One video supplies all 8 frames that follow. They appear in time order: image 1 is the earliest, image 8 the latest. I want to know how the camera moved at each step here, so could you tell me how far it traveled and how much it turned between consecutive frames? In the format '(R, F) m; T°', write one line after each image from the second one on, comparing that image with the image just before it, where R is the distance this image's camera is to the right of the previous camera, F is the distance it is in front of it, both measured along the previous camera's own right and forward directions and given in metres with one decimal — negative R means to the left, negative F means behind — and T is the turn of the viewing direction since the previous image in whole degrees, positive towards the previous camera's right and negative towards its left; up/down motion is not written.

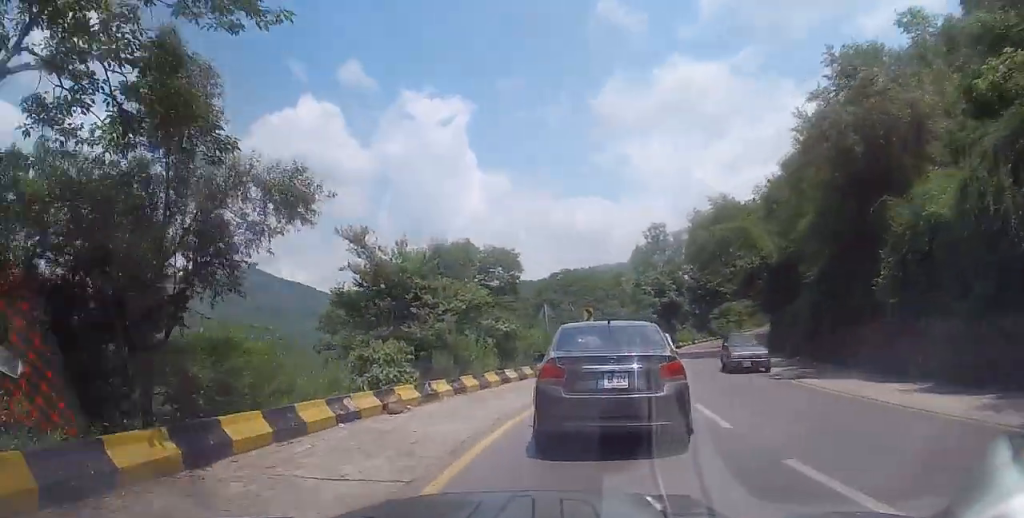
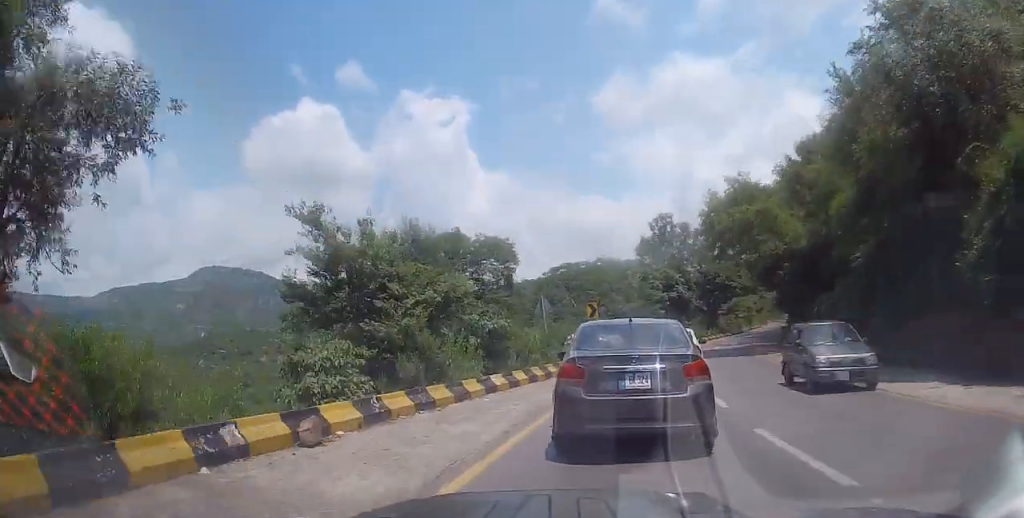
(-0.2, +4.1) m; -2°
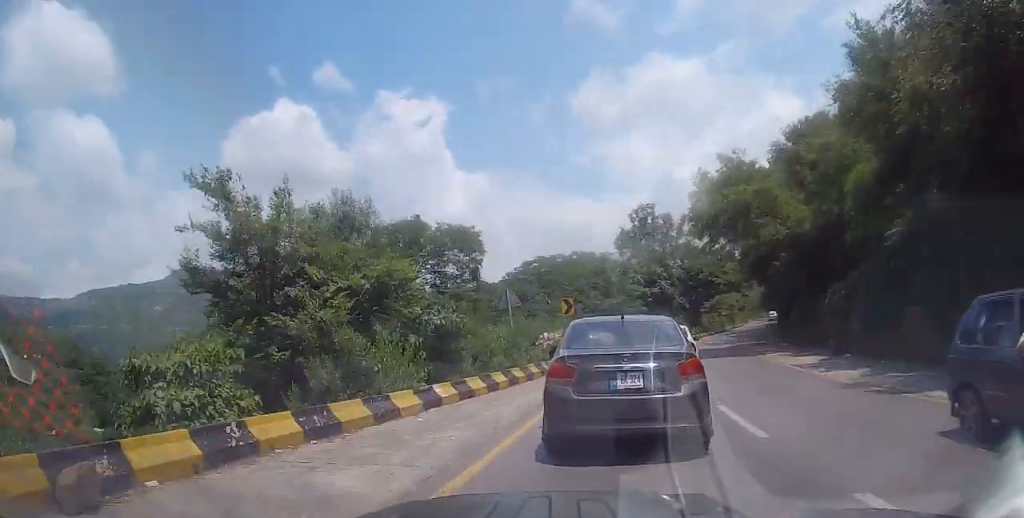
(-0.1, +3.8) m; 0°
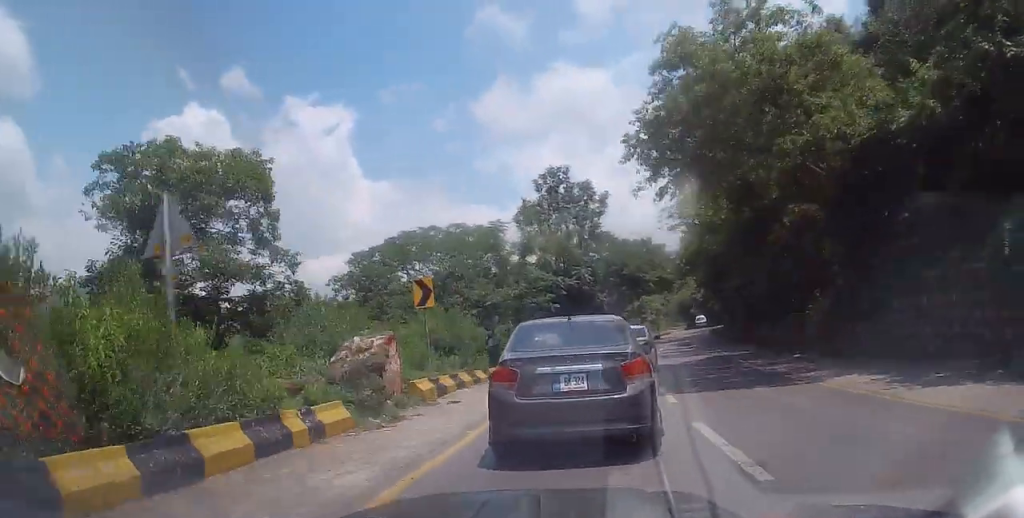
(+1.2, +14.5) m; +7°
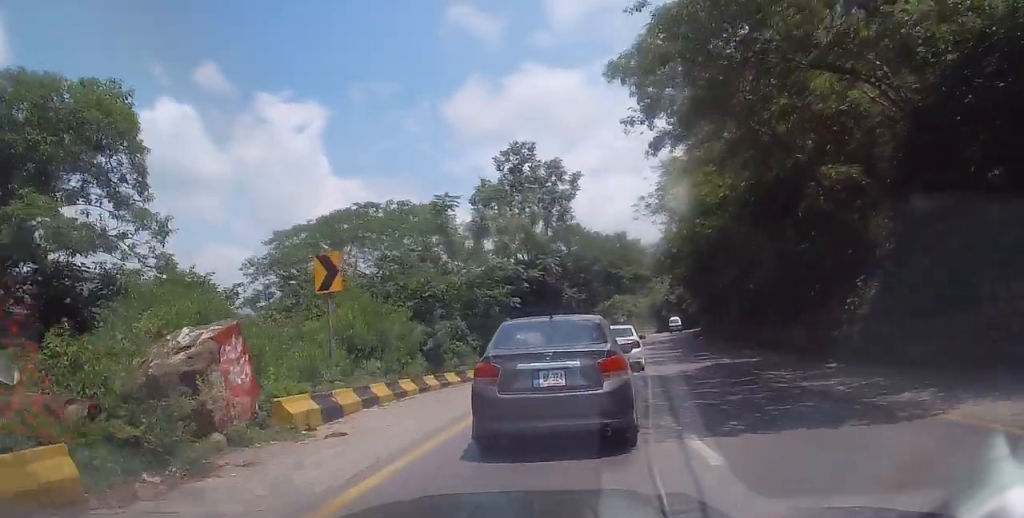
(0.0, +5.5) m; +1°
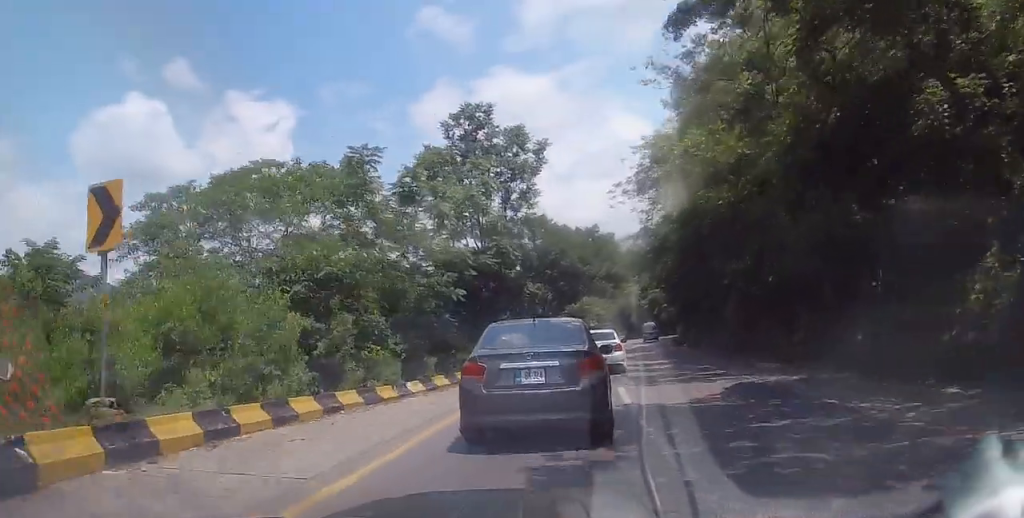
(-0.5, +6.8) m; +2°
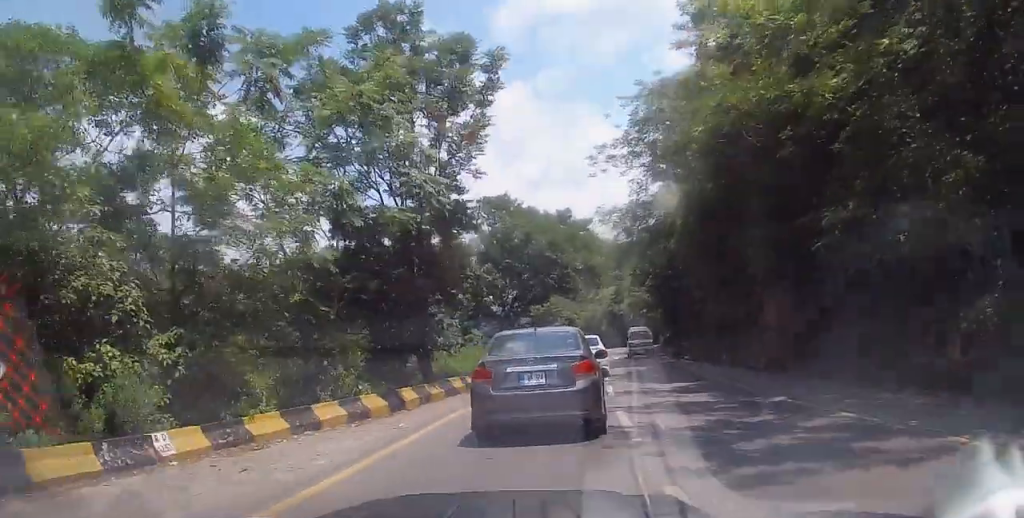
(+1.1, +9.8) m; +6°
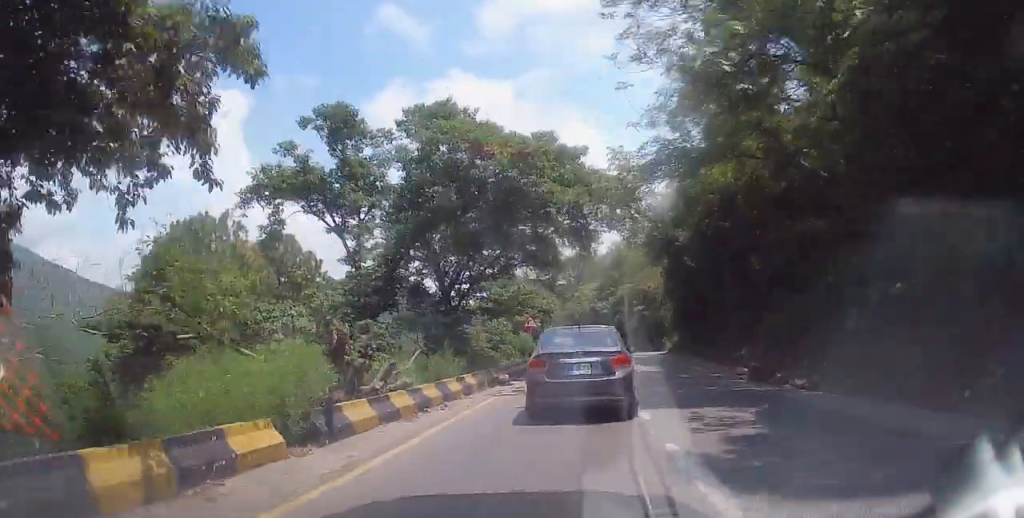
(-0.1, +16.7) m; -1°
